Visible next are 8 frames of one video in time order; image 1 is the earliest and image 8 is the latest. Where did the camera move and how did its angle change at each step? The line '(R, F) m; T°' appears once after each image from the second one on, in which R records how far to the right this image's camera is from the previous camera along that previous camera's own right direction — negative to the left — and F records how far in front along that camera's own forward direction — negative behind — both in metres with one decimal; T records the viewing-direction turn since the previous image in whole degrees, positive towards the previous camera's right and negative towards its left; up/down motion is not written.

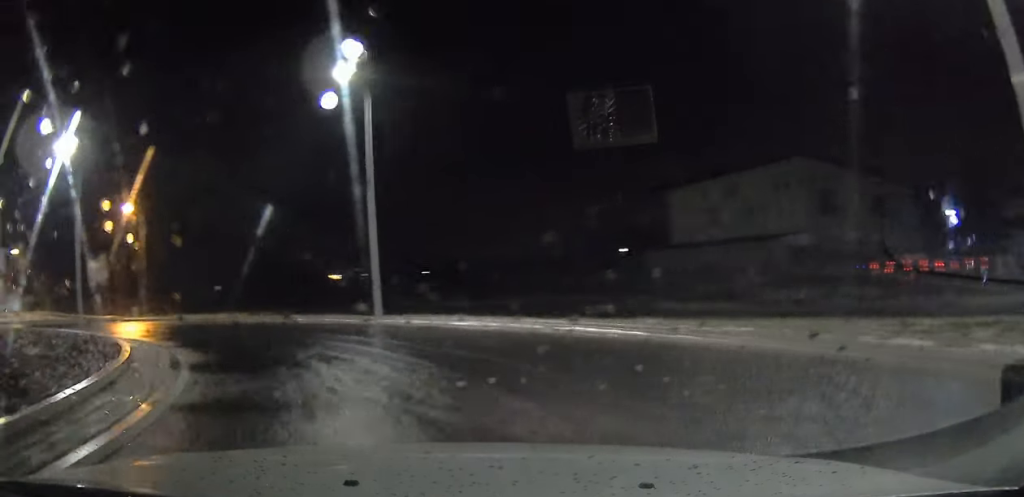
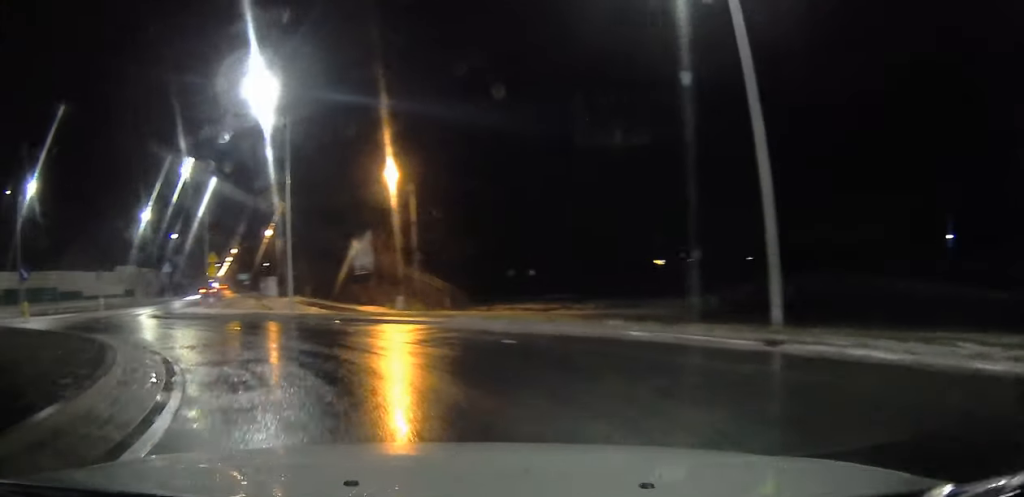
(-3.3, +7.9) m; -54°
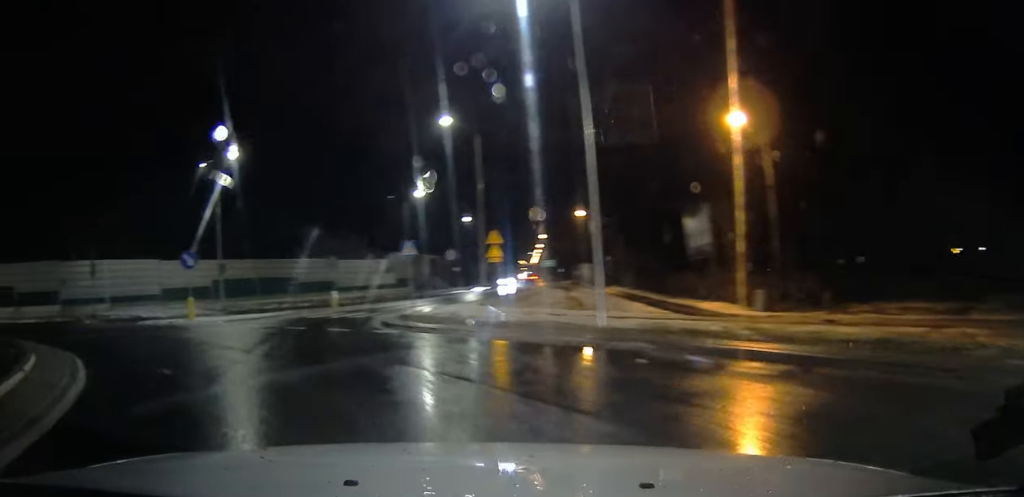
(-4.4, +10.4) m; -31°
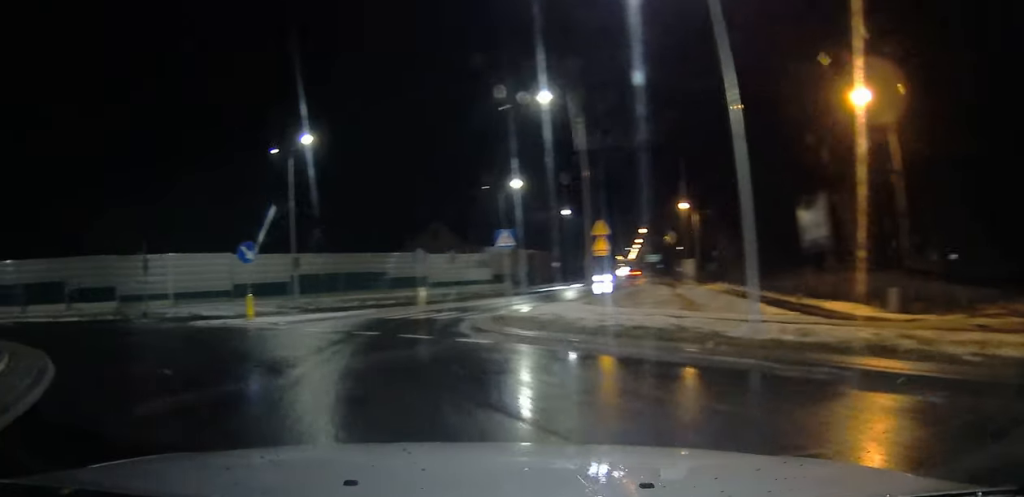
(+0.1, +3.5) m; -5°
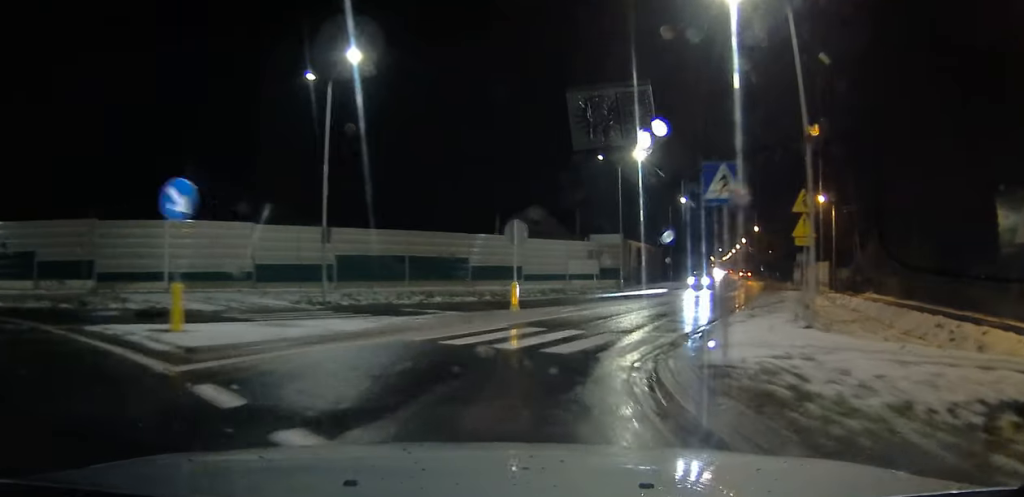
(-1.6, +10.8) m; -16°
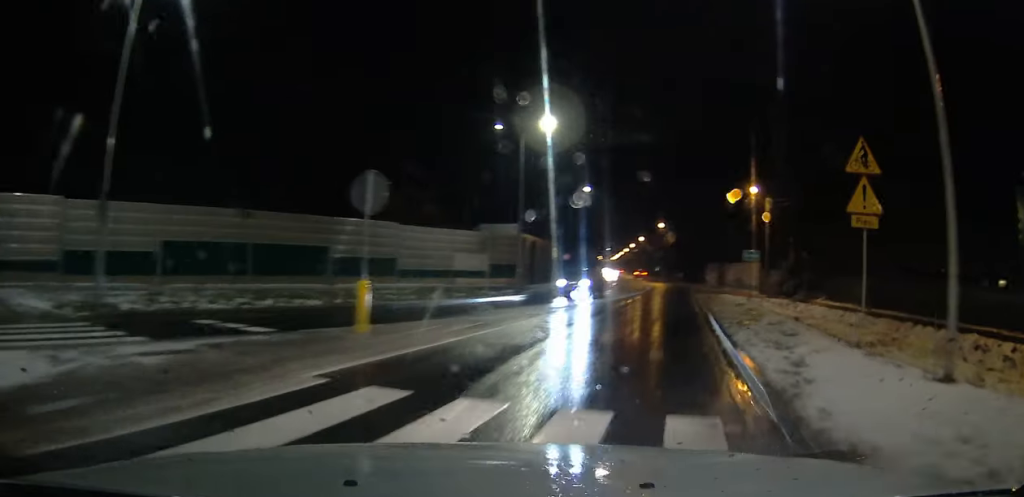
(-0.4, +8.0) m; +2°
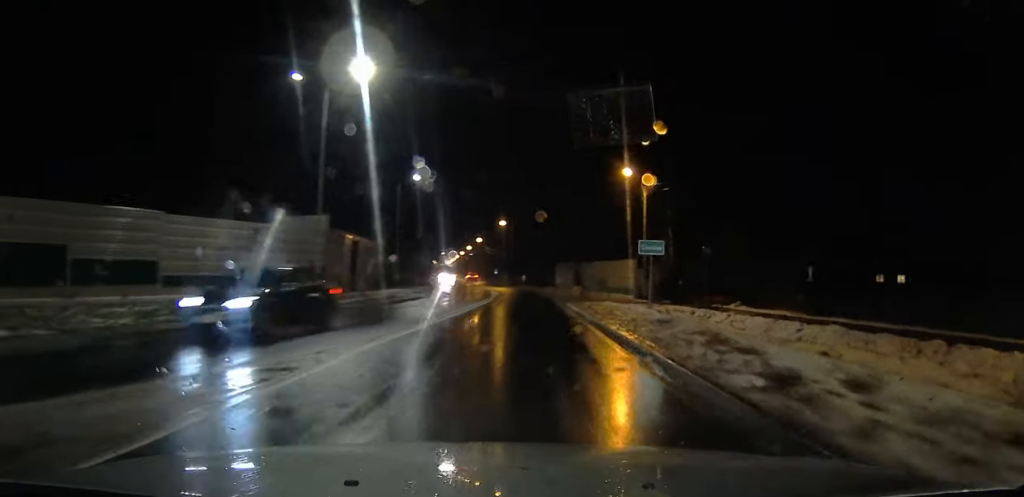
(+0.8, +9.9) m; +8°
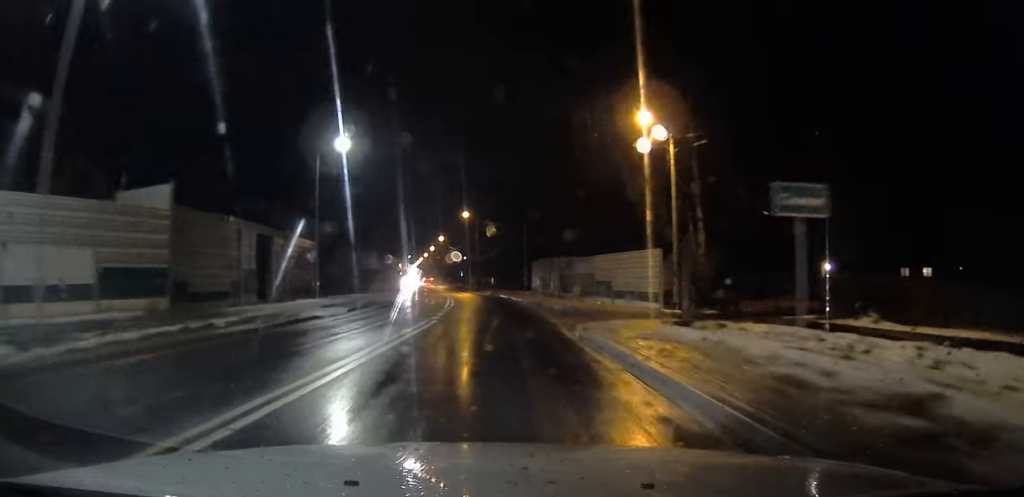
(+0.8, +13.6) m; +6°
